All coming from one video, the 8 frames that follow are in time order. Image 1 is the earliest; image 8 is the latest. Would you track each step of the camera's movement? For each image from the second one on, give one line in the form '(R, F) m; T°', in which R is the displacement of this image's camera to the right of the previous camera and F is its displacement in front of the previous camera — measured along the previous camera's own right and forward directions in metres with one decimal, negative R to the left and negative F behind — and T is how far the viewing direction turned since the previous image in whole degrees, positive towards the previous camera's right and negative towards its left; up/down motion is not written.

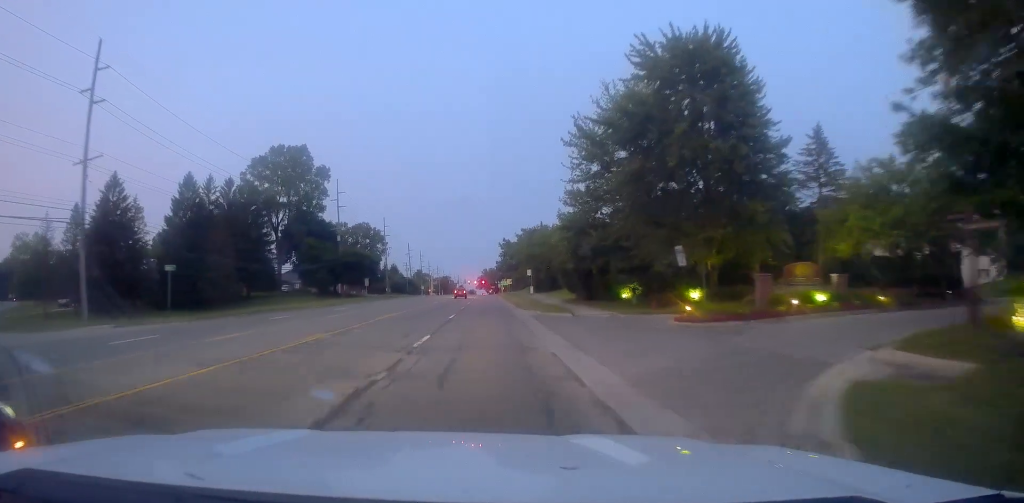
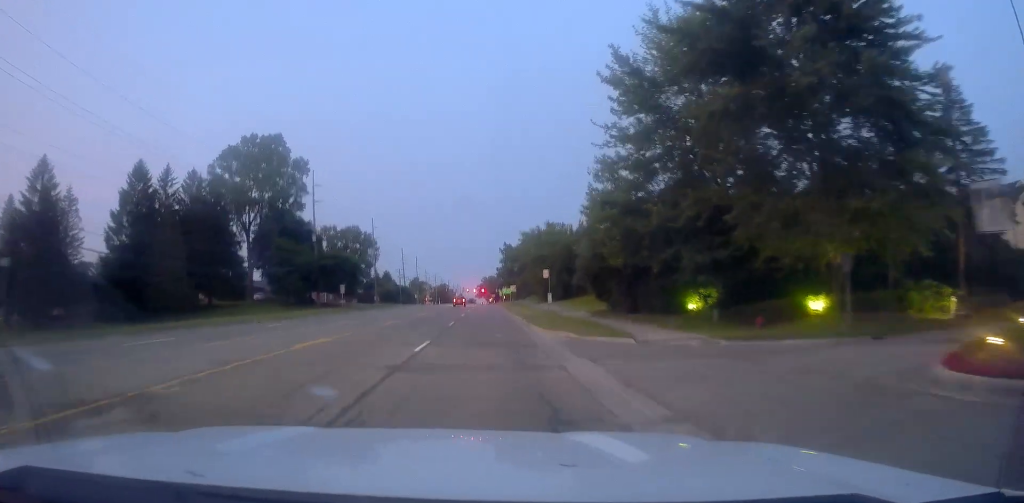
(-0.2, +15.4) m; +1°
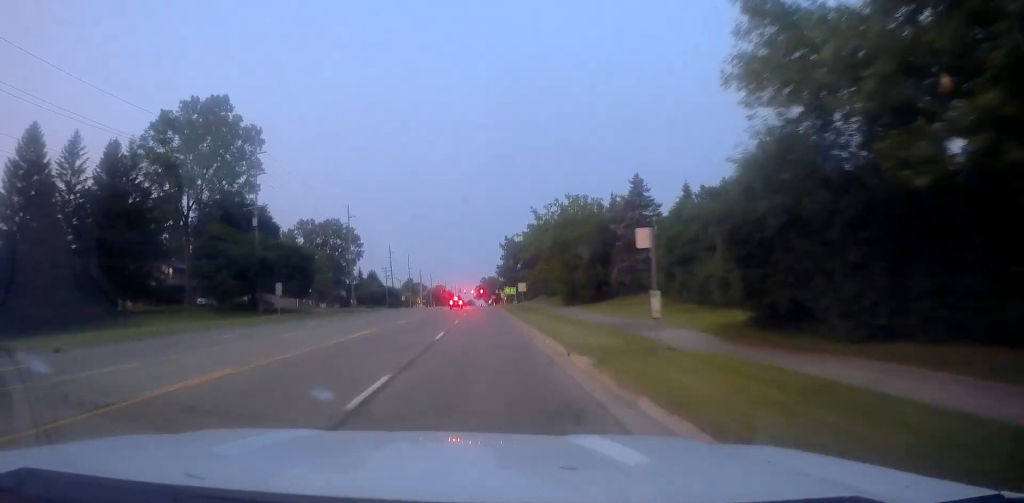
(+0.8, +23.9) m; +1°
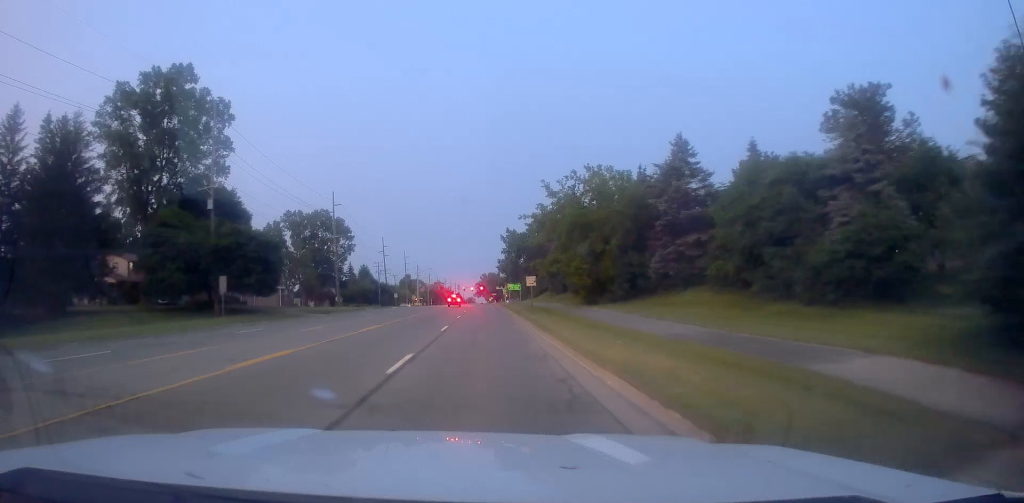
(-0.2, +12.2) m; 0°
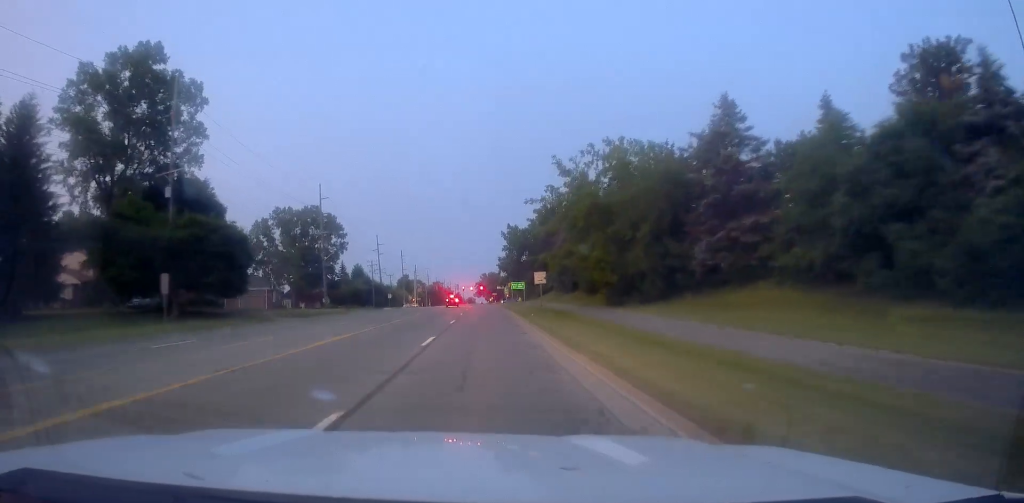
(-0.1, +8.6) m; 0°
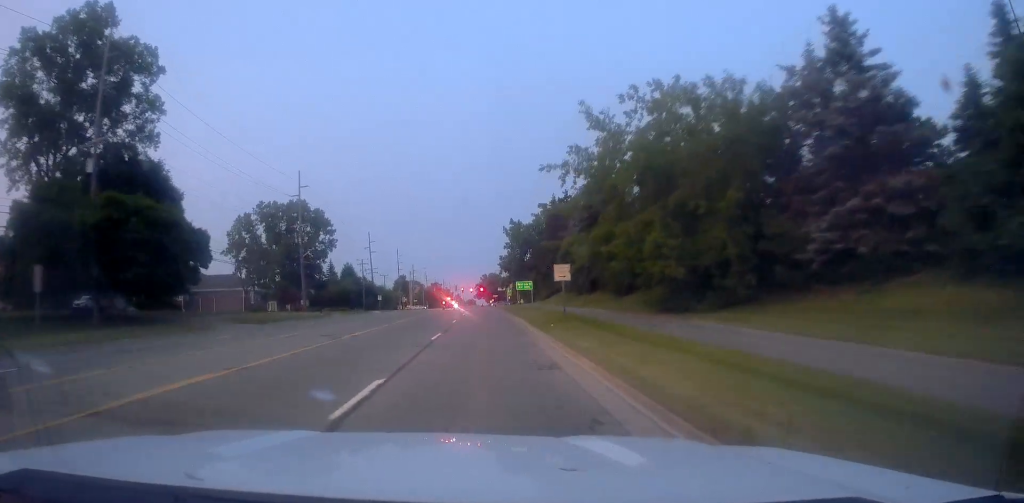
(+0.2, +12.1) m; -1°
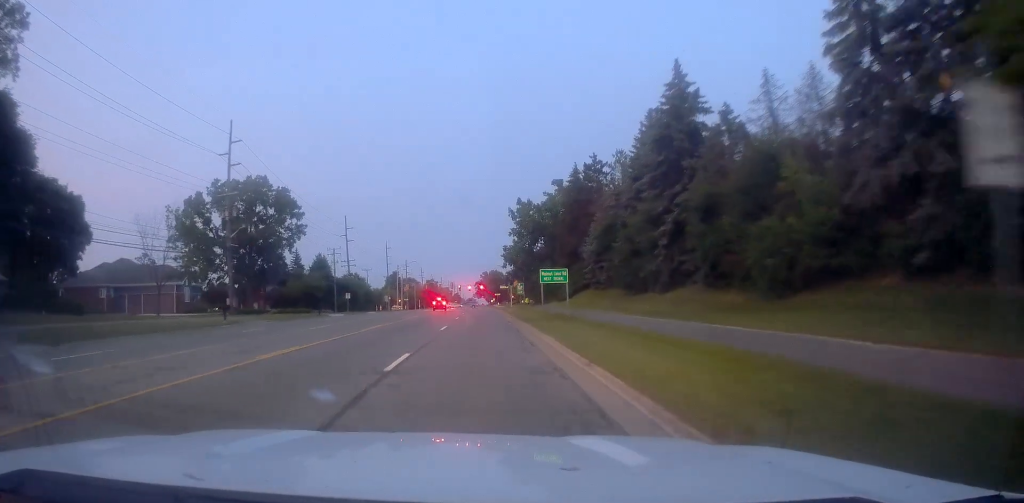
(-0.6, +26.2) m; -2°
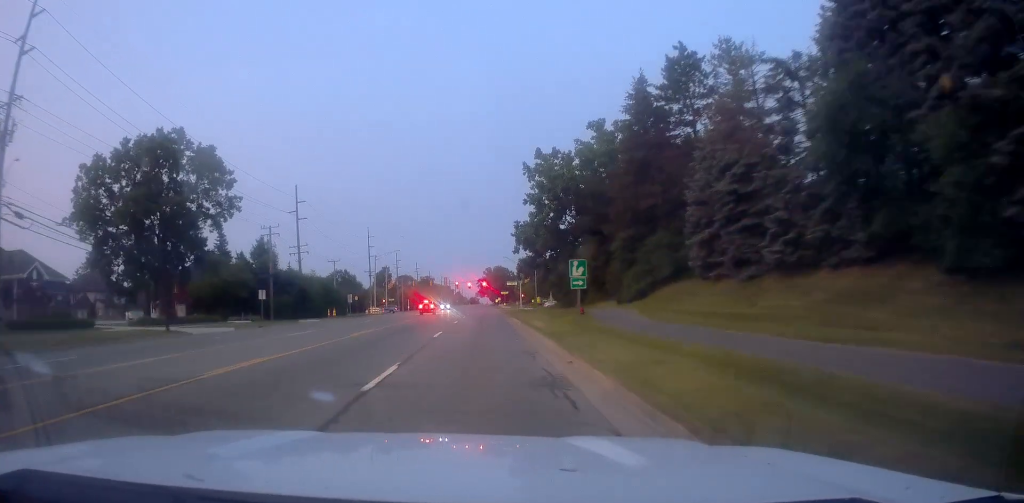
(+1.0, +35.5) m; +1°
